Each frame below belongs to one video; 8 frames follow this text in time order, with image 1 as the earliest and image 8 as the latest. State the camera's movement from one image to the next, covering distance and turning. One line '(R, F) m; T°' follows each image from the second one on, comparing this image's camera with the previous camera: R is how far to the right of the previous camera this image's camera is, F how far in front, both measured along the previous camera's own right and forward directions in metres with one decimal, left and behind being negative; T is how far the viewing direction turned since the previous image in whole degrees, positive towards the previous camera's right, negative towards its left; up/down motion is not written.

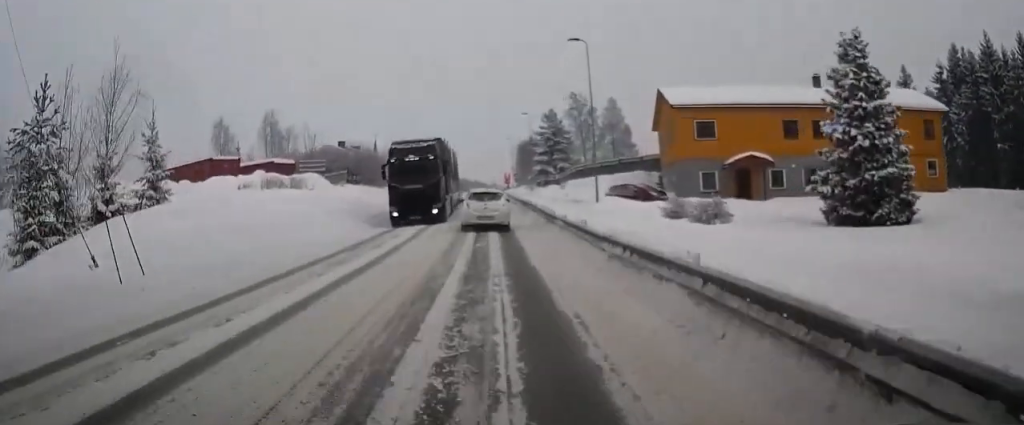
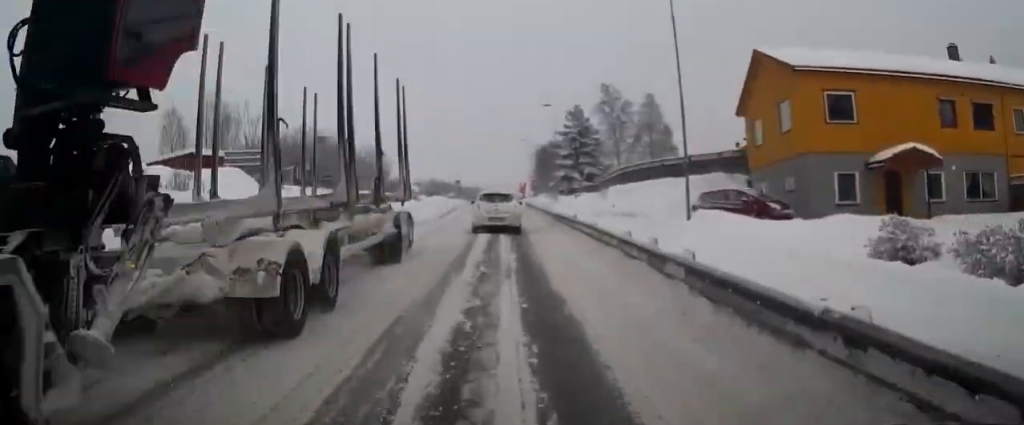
(0.0, +15.5) m; 0°
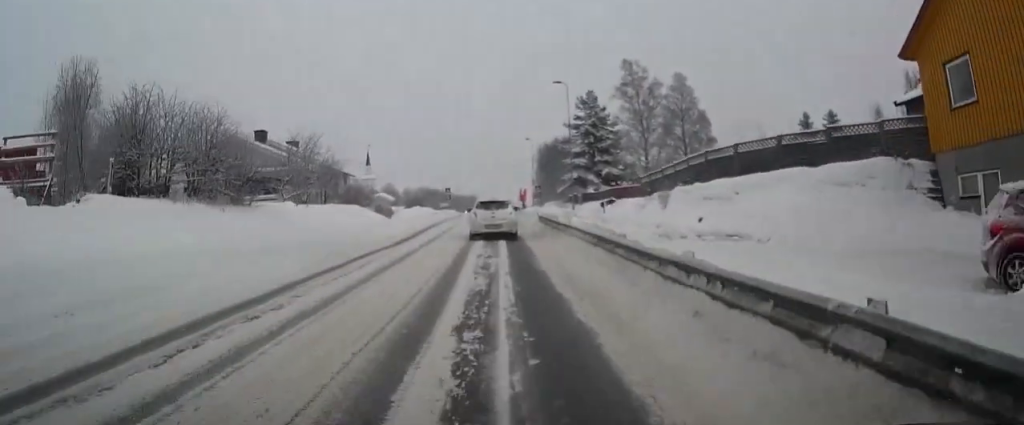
(-0.1, +16.6) m; 0°
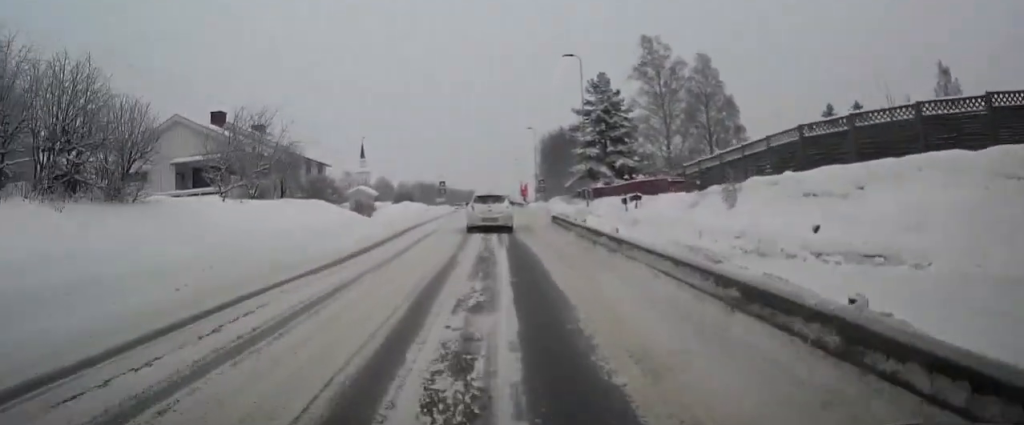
(0.0, +8.3) m; 0°
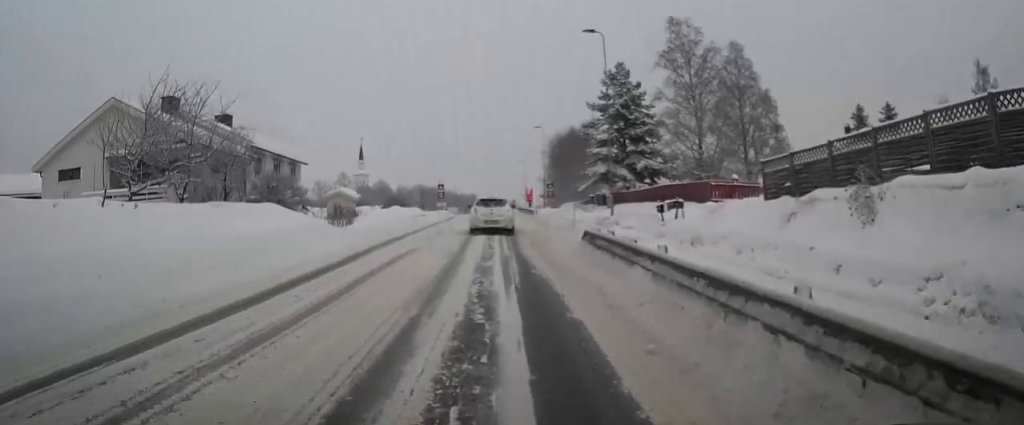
(+0.1, +7.6) m; 0°
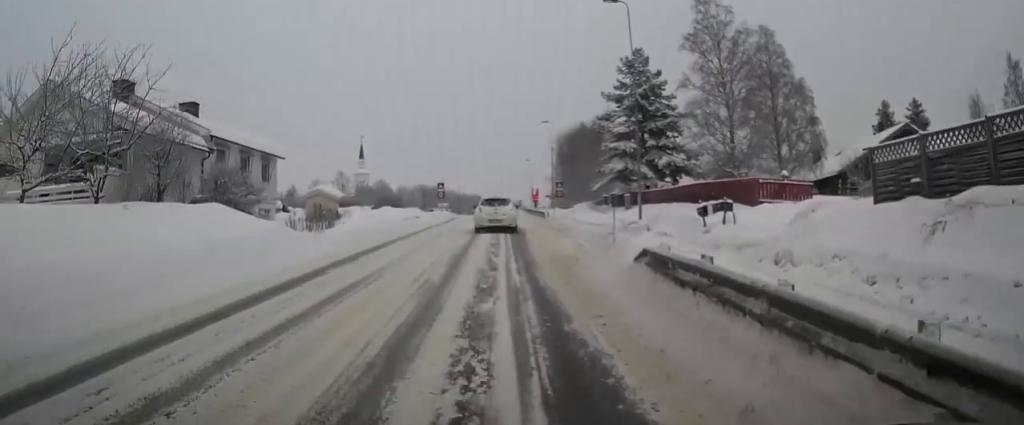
(-0.1, +5.5) m; 0°
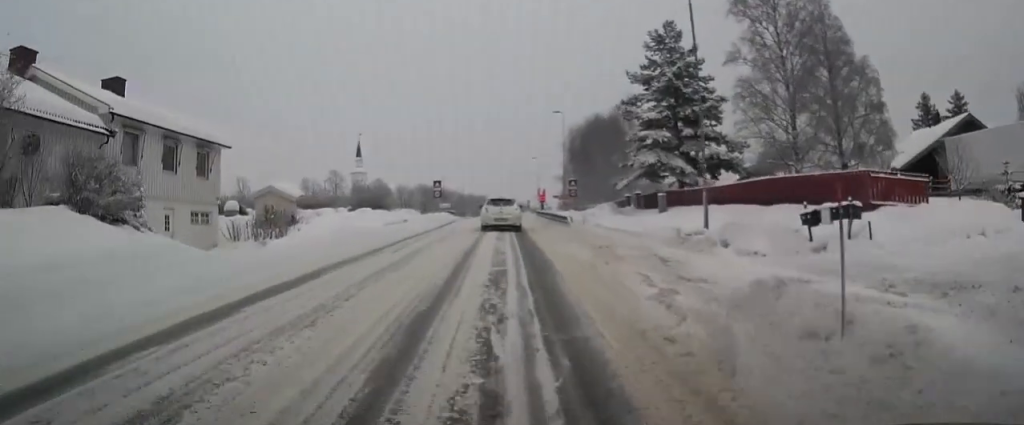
(-0.1, +8.2) m; -1°
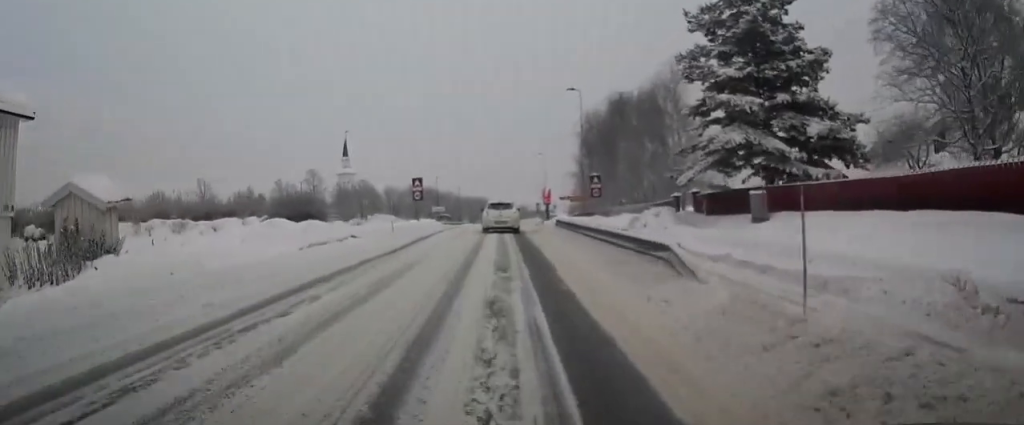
(-0.1, +13.8) m; 0°
